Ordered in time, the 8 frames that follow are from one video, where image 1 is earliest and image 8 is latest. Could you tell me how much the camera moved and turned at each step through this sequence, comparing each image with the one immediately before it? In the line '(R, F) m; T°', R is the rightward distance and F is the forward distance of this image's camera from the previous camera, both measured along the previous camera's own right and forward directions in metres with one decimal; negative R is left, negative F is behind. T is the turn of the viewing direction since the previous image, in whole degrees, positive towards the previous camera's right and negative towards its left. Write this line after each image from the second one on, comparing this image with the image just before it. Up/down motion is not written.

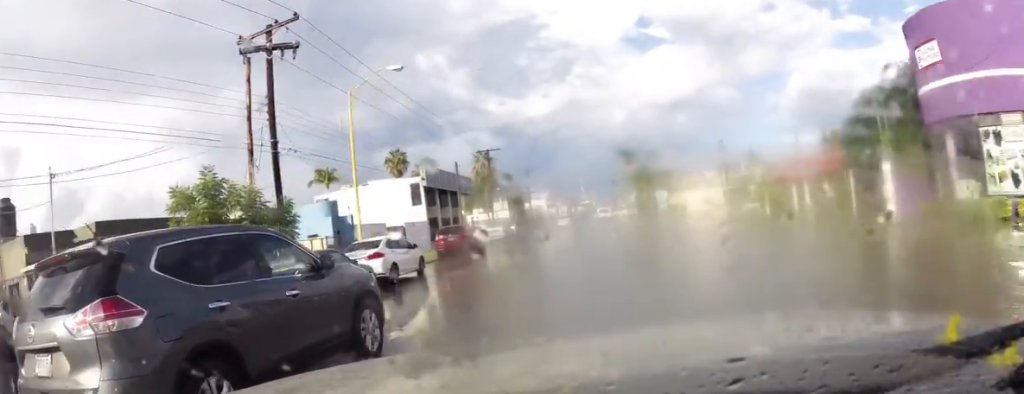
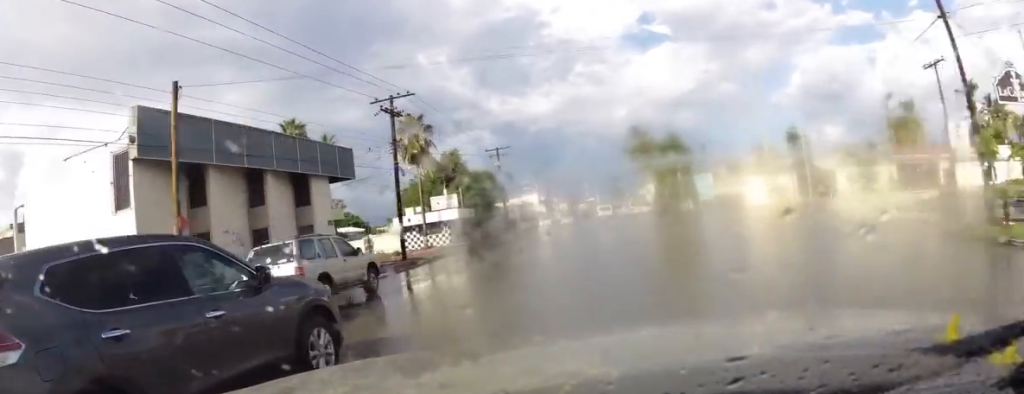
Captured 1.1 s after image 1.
(+0.1, +21.0) m; +1°
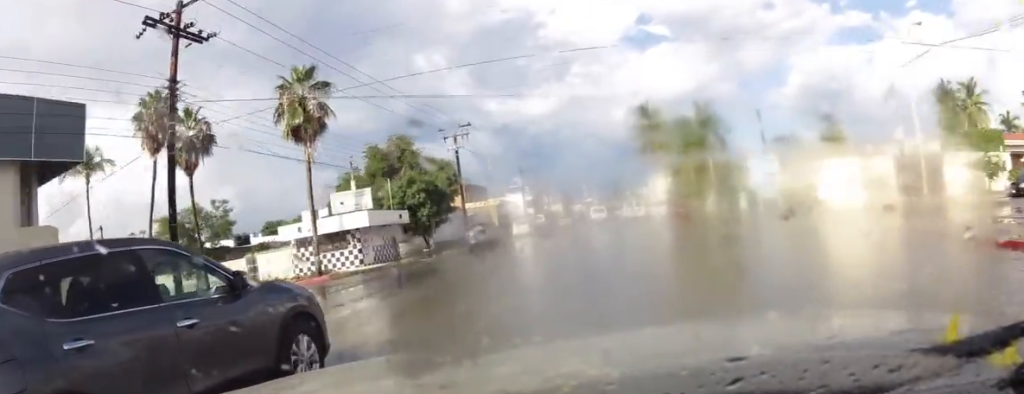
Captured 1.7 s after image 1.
(0.0, +13.8) m; 0°
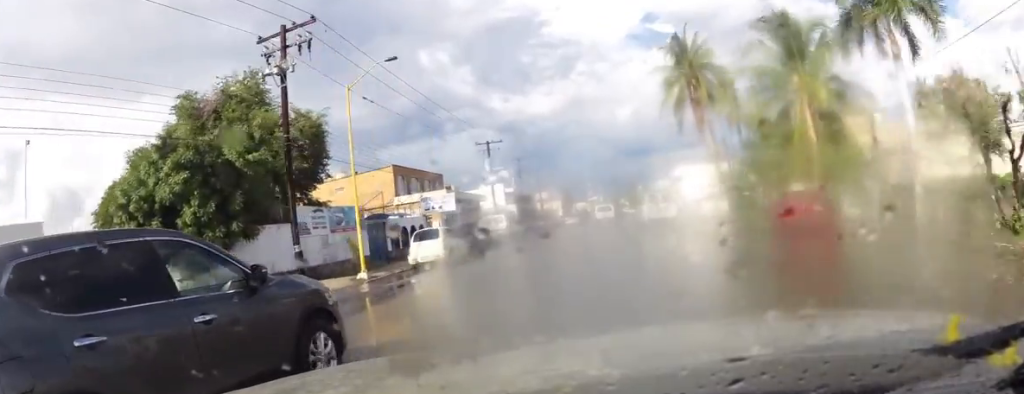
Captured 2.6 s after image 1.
(+0.2, +23.2) m; -1°
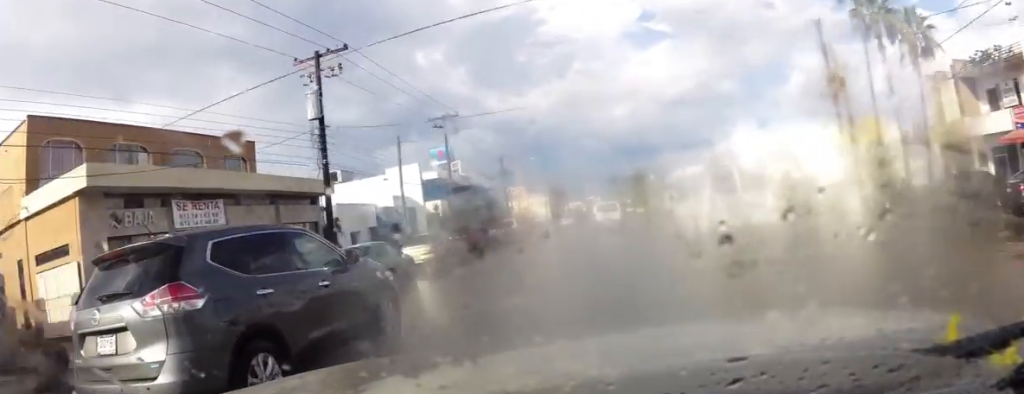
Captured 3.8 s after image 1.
(-0.5, +29.8) m; +1°
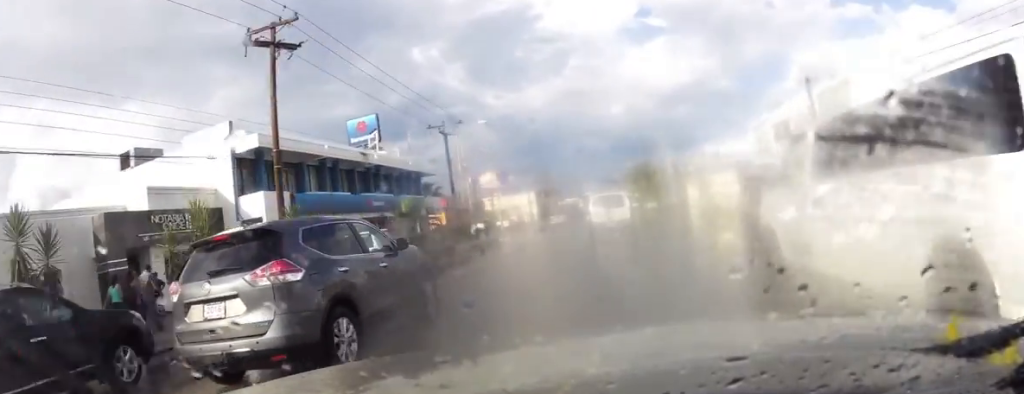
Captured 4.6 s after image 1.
(+0.6, +20.1) m; +2°
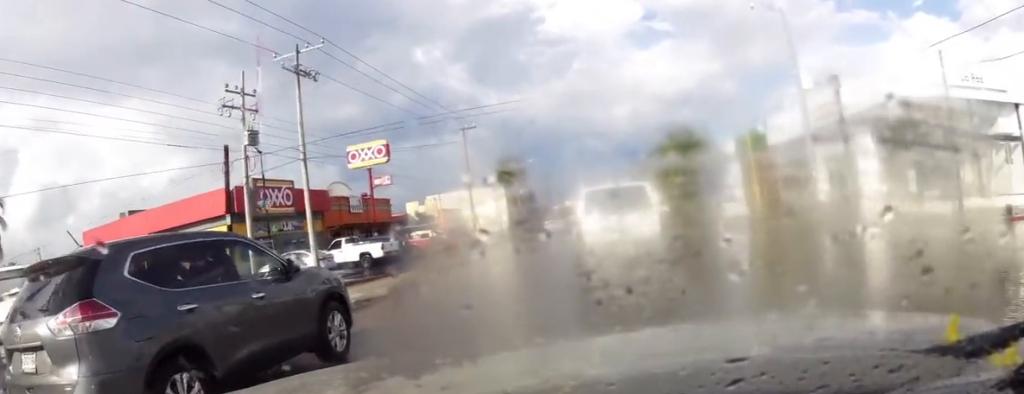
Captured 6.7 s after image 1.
(-1.4, +45.2) m; -4°
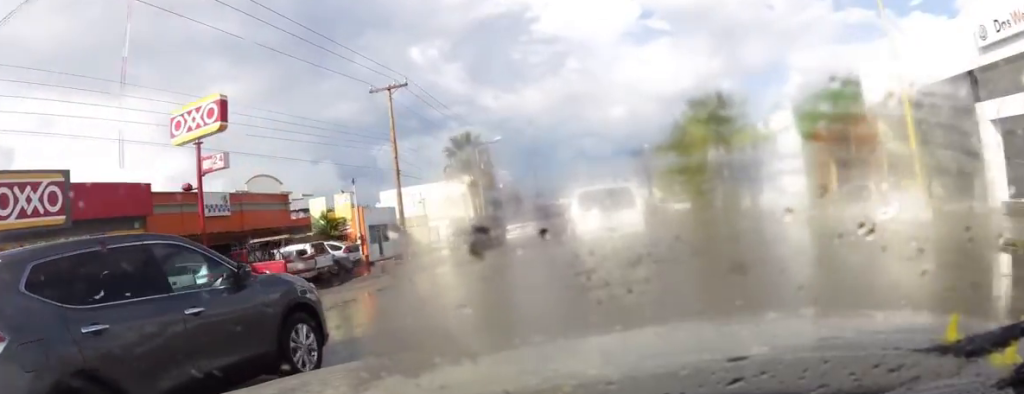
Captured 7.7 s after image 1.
(0.0, +16.3) m; 0°
